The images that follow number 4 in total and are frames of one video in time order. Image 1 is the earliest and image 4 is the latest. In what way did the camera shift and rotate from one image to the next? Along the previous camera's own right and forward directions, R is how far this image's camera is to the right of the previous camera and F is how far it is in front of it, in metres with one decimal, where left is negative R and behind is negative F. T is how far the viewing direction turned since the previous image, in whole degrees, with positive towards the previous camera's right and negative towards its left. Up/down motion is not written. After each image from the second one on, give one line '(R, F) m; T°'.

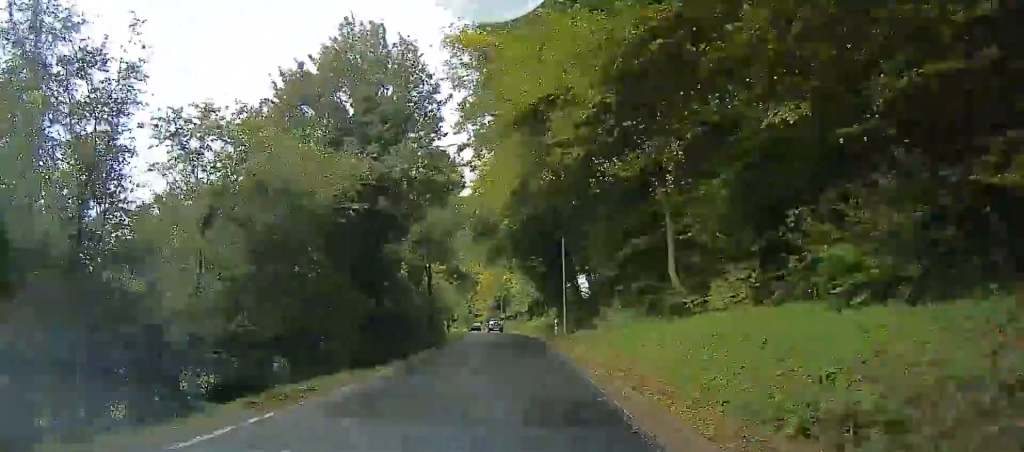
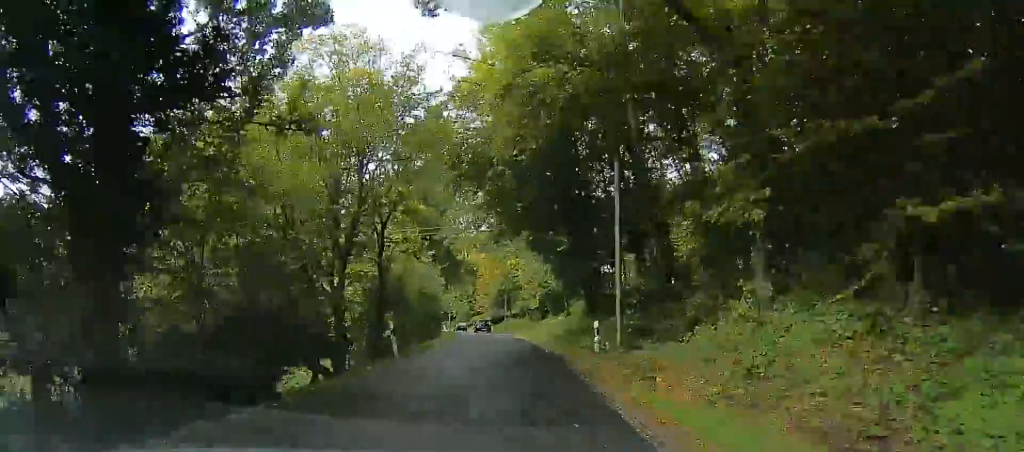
(0.0, +12.6) m; 0°
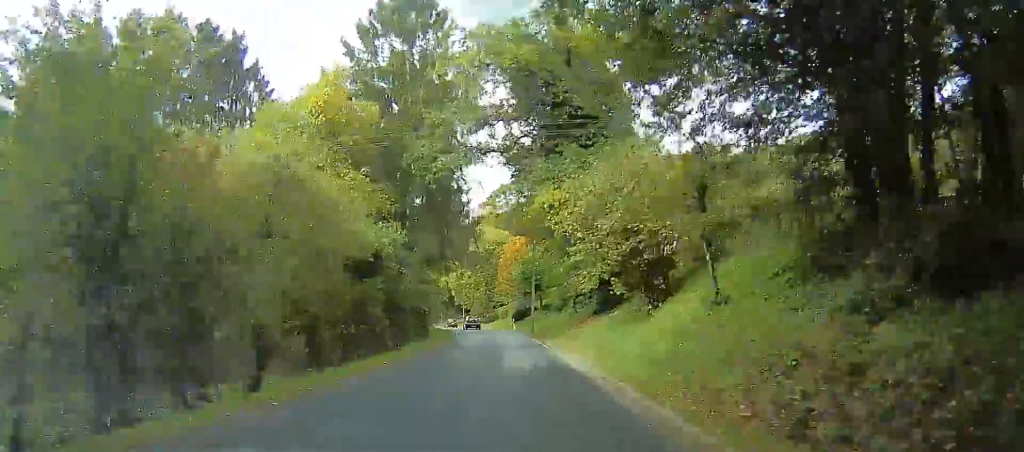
(0.0, +19.9) m; +1°
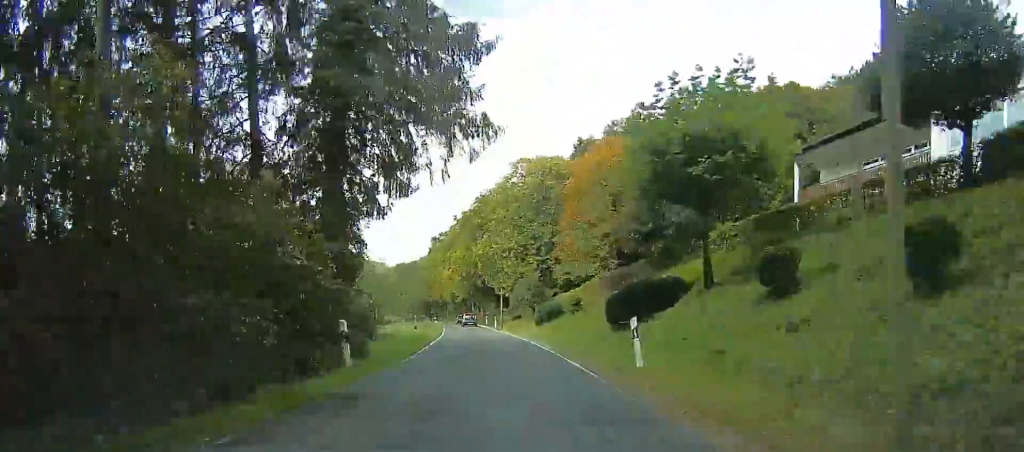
(+4.0, +32.5) m; +18°
